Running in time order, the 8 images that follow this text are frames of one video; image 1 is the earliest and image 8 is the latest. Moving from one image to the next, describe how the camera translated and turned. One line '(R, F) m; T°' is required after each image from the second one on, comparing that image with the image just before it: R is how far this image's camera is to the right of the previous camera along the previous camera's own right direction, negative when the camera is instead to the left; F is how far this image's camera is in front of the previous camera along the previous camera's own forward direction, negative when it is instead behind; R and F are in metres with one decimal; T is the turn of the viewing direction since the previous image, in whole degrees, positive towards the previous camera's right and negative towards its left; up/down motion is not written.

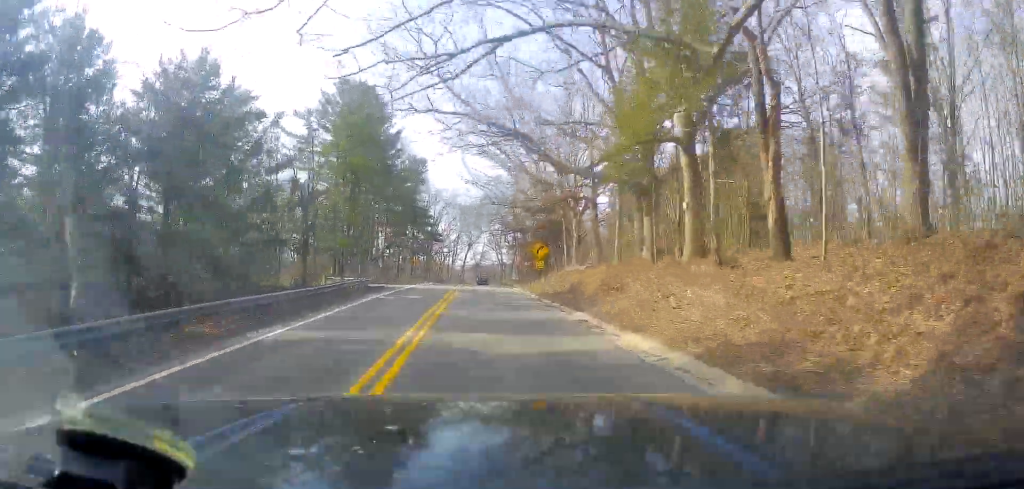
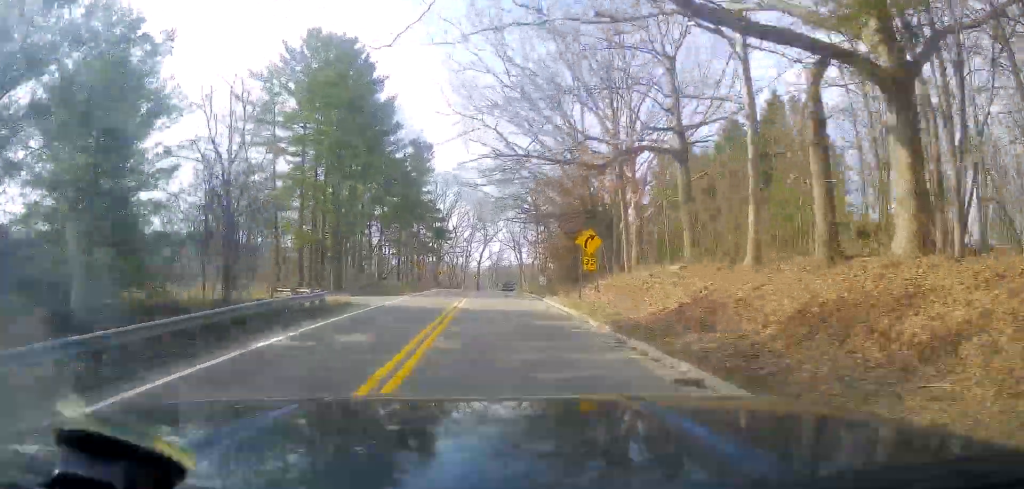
(+1.0, +15.9) m; +3°
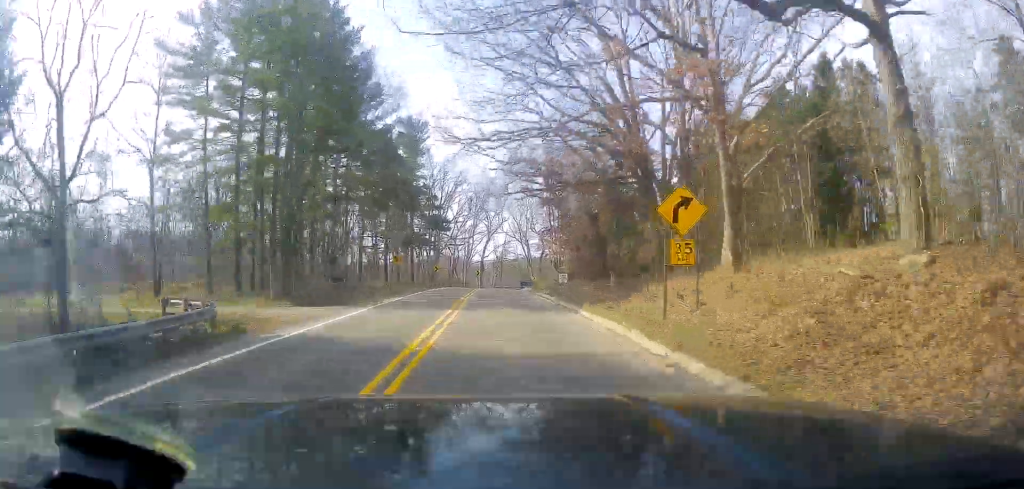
(+0.7, +13.3) m; +4°
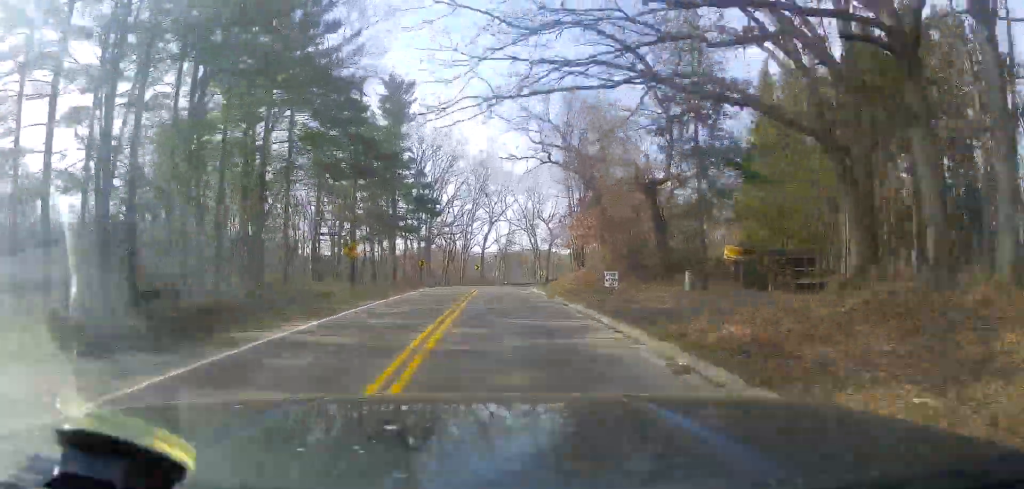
(+0.1, +17.2) m; -1°
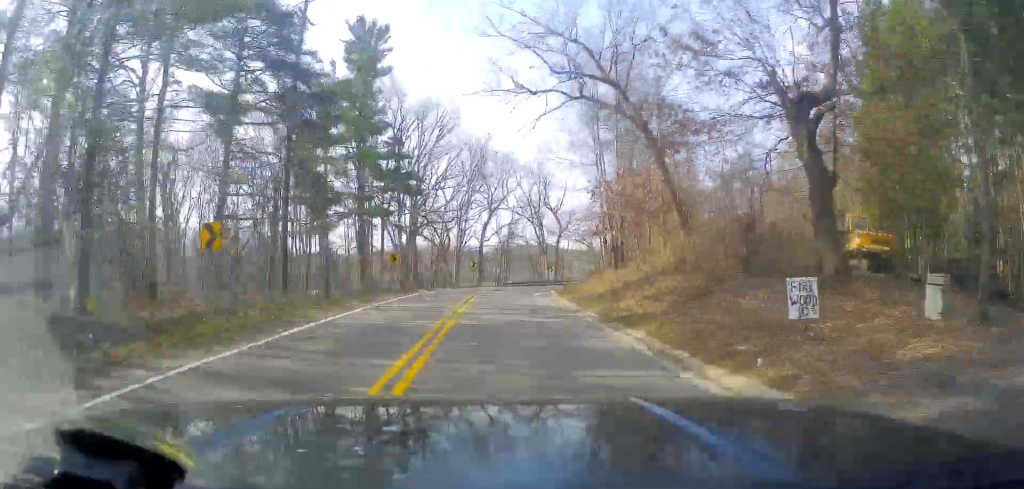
(-0.1, +16.6) m; -1°
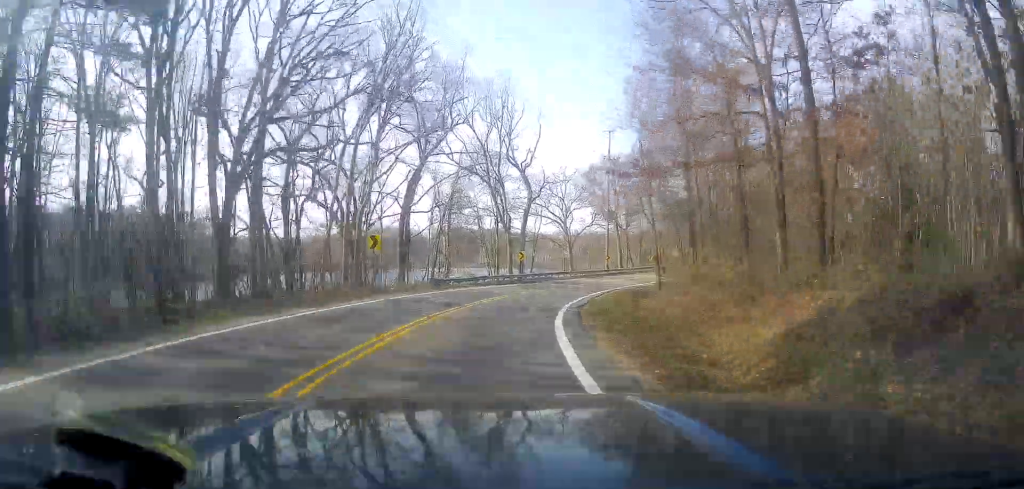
(-0.2, +36.4) m; +4°
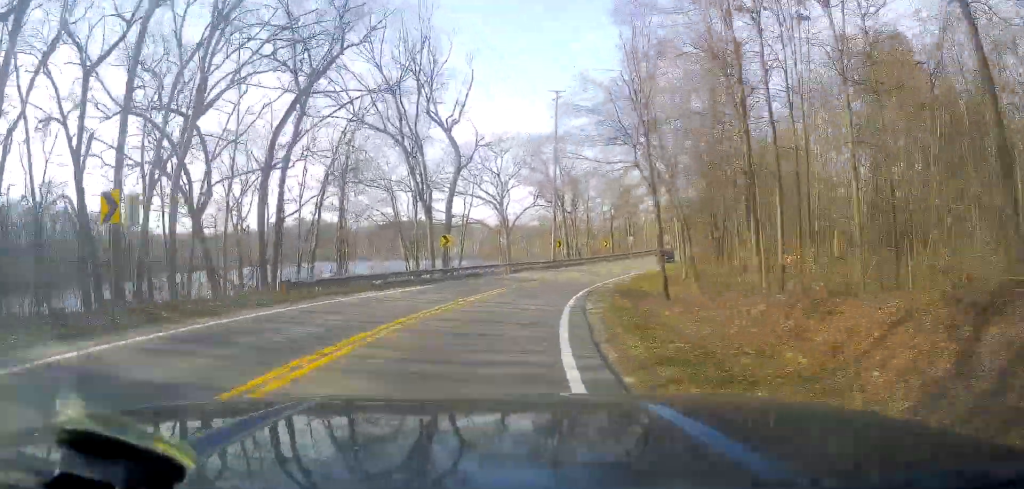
(+1.2, +18.4) m; +7°
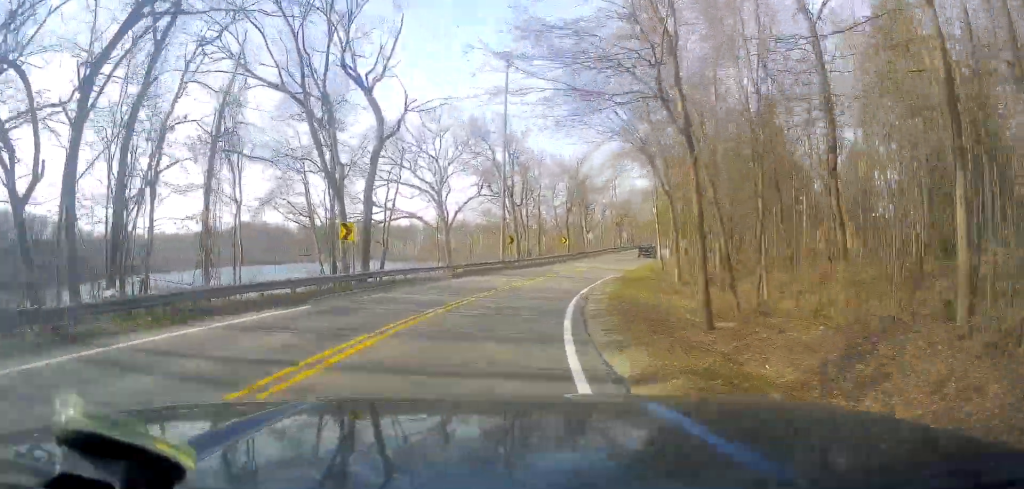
(+0.7, +13.1) m; +6°
